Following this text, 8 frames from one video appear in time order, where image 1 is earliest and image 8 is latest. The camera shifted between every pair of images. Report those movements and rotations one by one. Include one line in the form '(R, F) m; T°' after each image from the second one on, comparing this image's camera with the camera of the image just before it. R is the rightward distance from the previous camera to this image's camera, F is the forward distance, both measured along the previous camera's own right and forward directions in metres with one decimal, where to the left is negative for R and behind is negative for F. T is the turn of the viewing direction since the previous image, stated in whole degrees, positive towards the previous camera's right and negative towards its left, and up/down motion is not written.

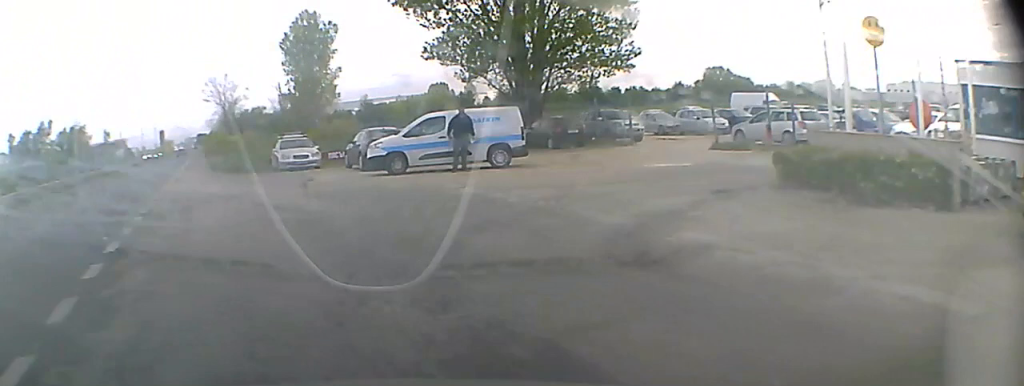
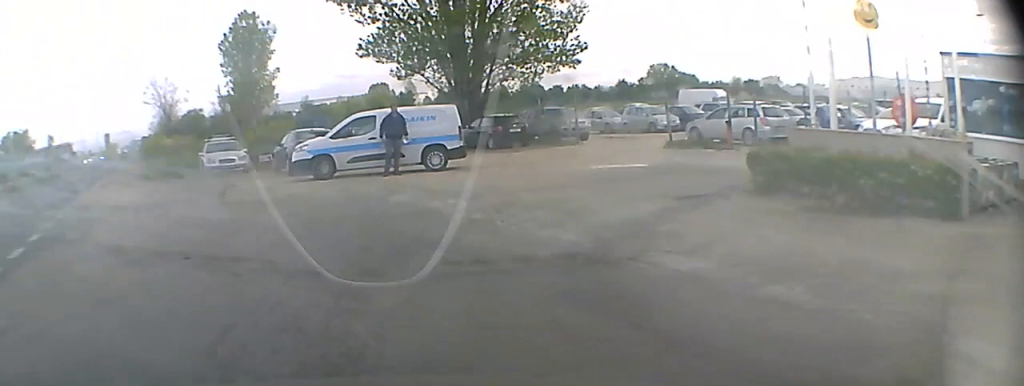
(+0.1, +2.6) m; +6°
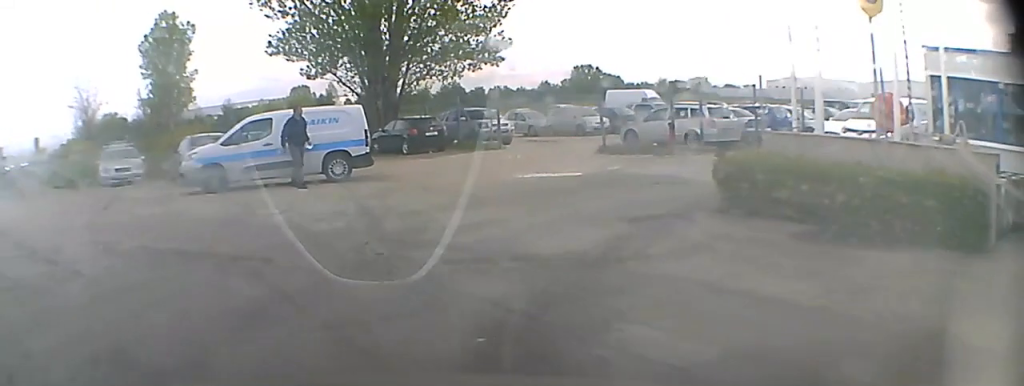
(+0.3, +3.4) m; +11°
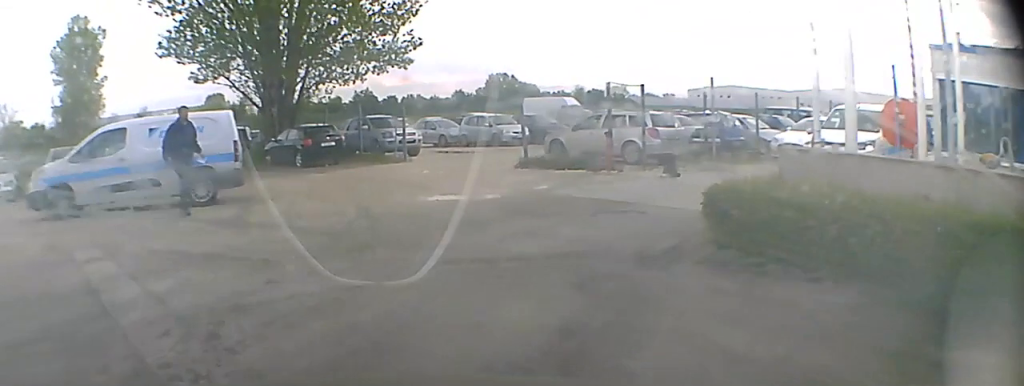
(+0.5, +3.5) m; +15°
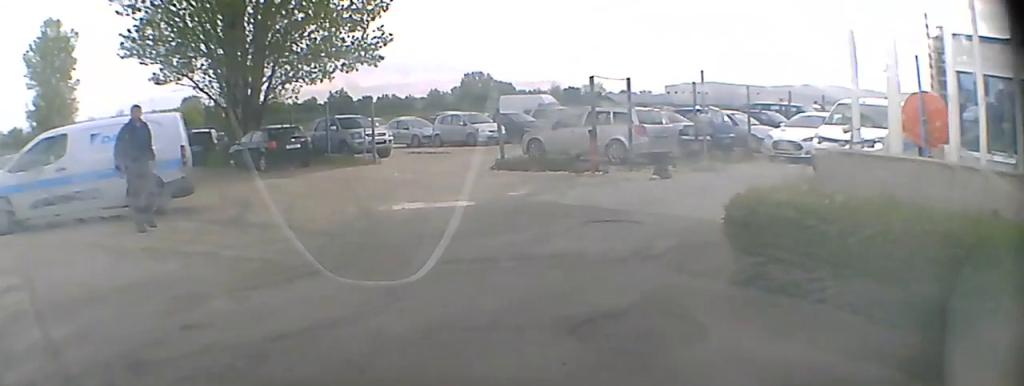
(+0.1, +1.4) m; +8°
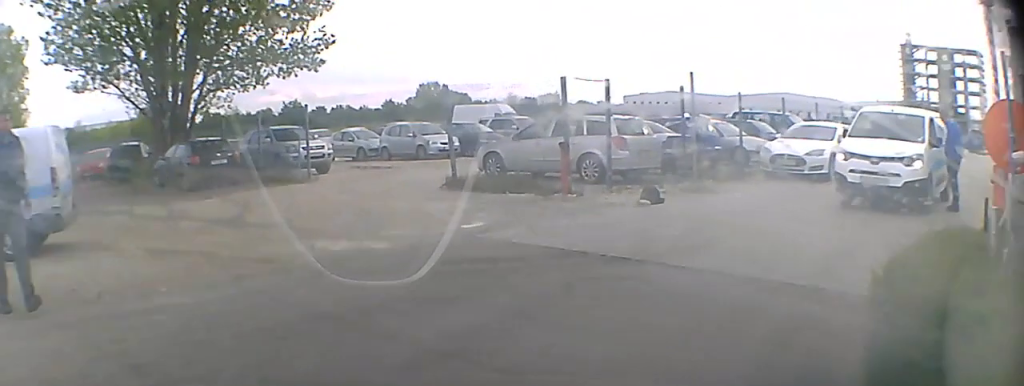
(+0.4, +2.7) m; +11°
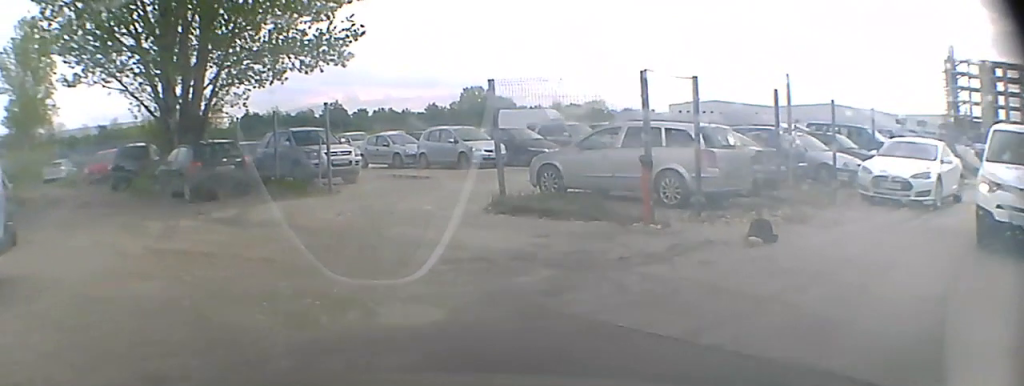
(-0.4, +2.1) m; 0°
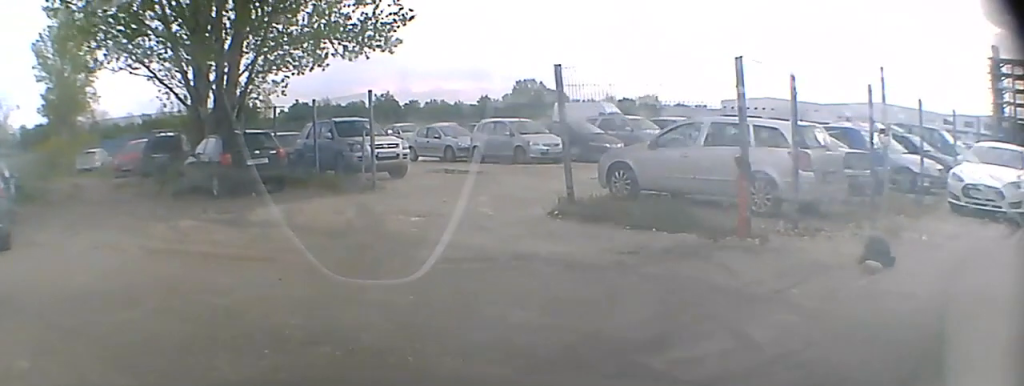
(-0.5, +1.2) m; 0°
